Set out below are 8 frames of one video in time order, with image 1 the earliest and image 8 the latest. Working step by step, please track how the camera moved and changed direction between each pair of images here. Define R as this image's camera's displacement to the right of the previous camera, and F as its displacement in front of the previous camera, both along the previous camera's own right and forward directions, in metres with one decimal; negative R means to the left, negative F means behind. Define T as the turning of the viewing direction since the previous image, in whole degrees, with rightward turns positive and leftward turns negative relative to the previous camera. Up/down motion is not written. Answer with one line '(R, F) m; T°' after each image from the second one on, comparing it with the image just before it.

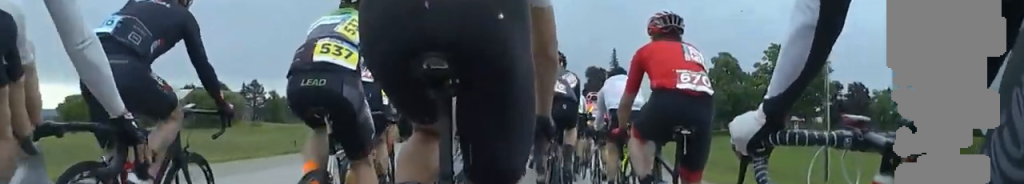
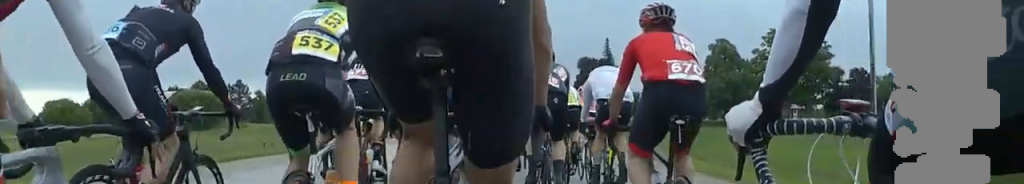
(+0.4, +4.7) m; 0°
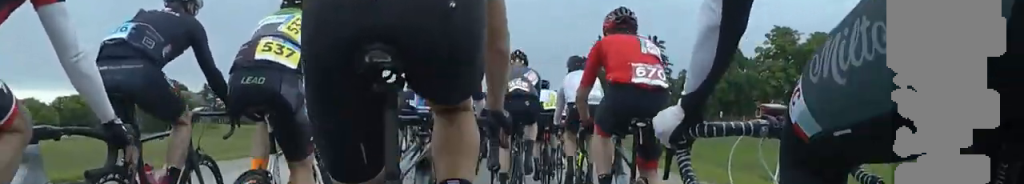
(-0.7, +8.7) m; 0°
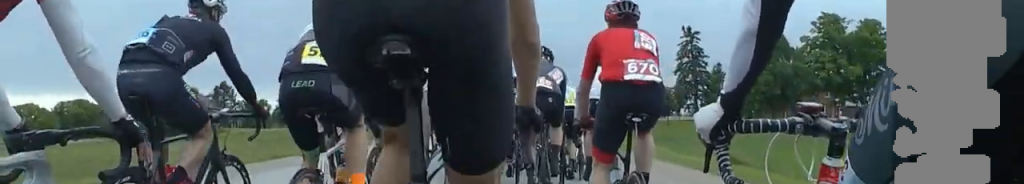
(+0.2, +10.1) m; -3°
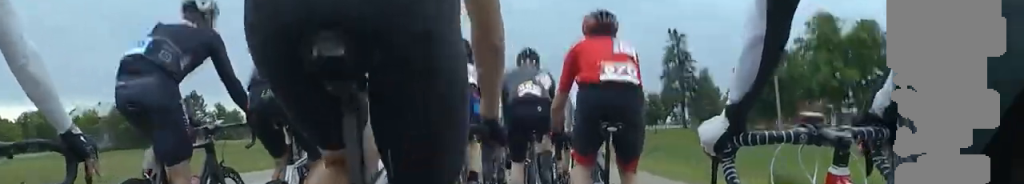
(-0.2, +6.0) m; -1°
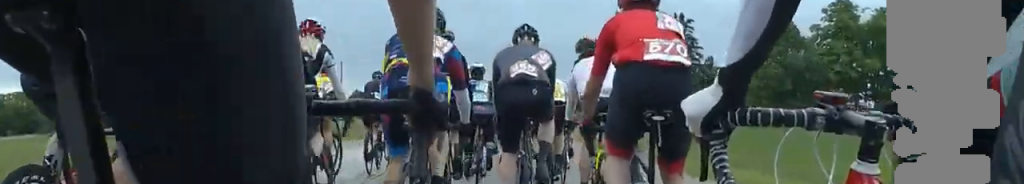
(+0.2, +7.3) m; +2°
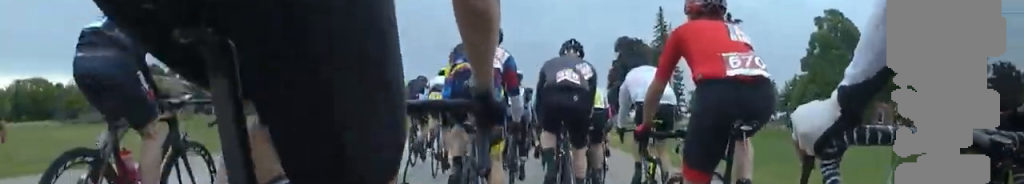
(0.0, +10.0) m; 0°
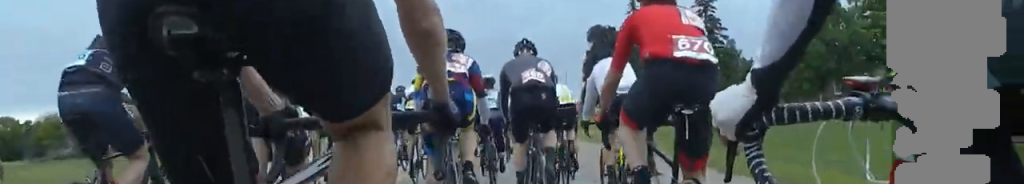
(0.0, +3.6) m; 0°
